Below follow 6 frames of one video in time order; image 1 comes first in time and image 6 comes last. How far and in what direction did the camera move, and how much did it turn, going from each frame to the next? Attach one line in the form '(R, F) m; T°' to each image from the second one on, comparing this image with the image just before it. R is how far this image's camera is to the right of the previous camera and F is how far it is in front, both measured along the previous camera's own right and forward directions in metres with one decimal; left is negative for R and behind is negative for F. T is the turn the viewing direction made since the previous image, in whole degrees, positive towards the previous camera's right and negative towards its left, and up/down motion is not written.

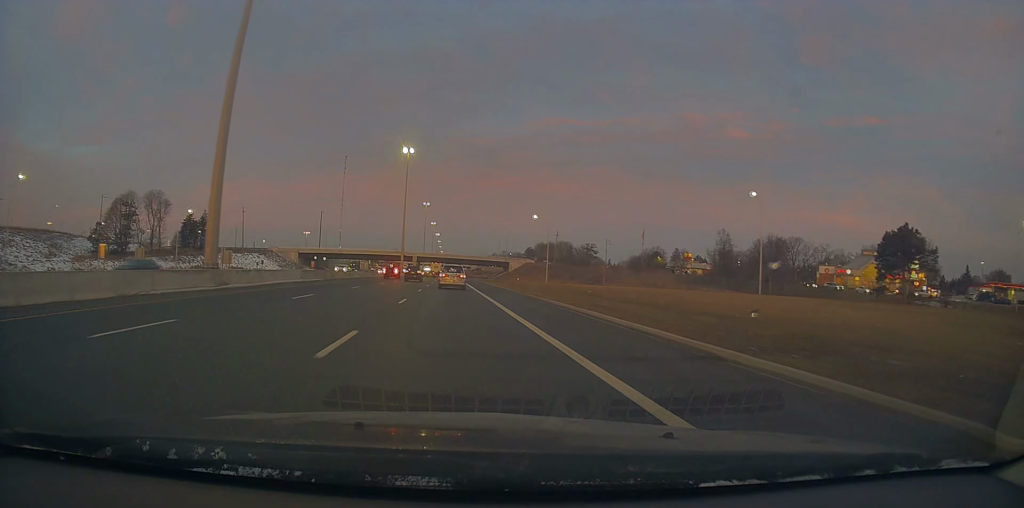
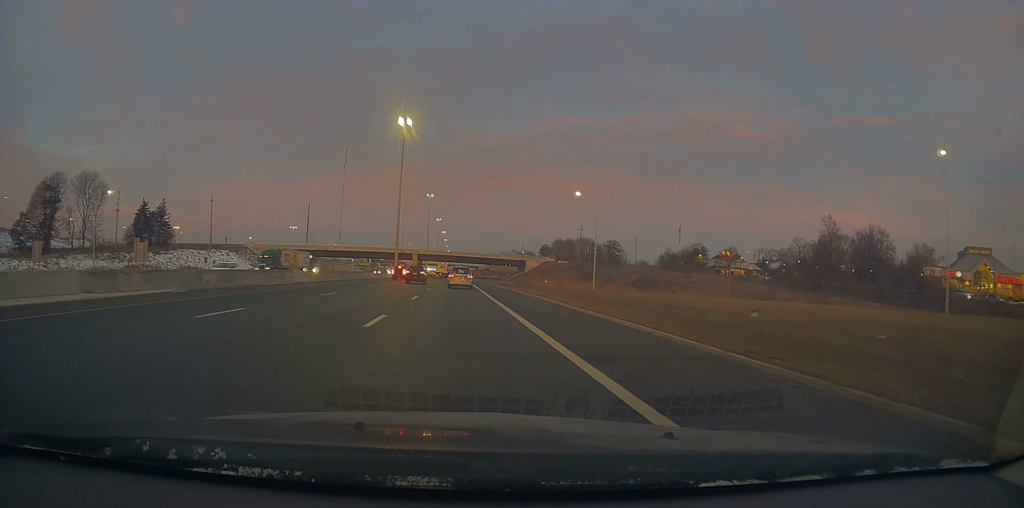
(-0.5, +32.9) m; -1°
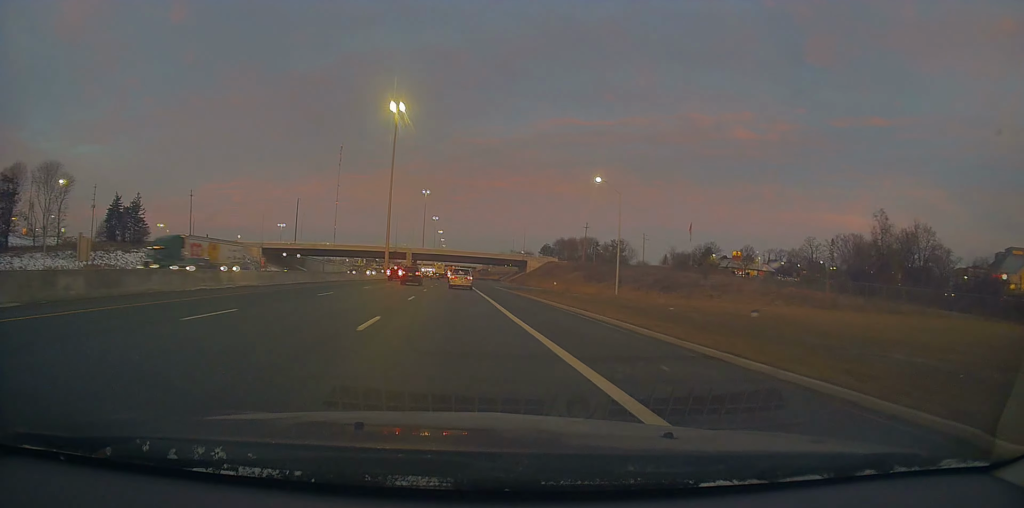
(+0.3, +12.4) m; 0°
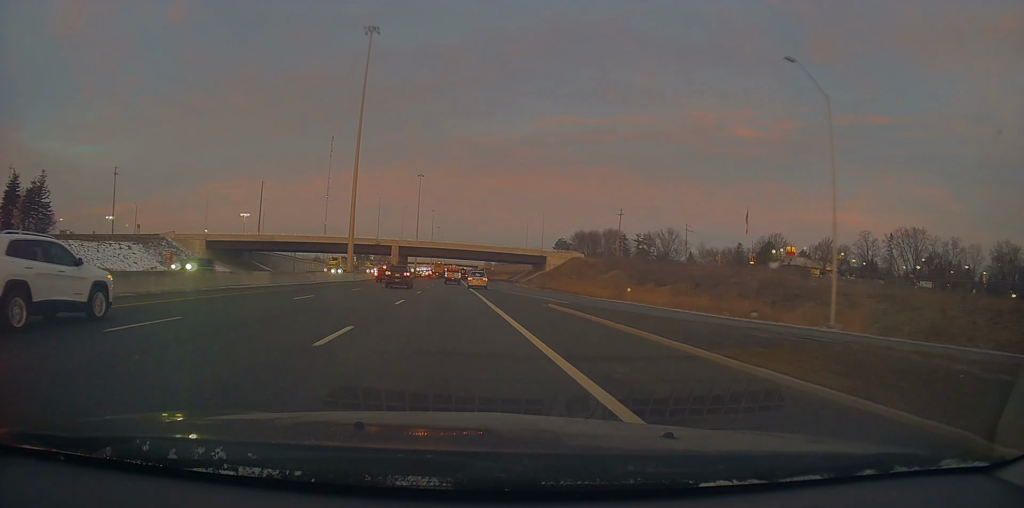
(+0.1, +38.5) m; 0°
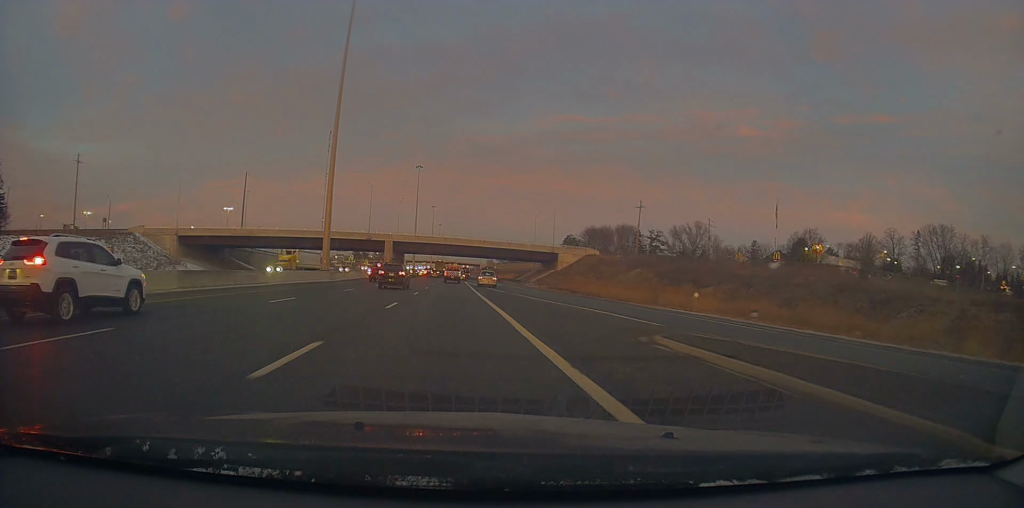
(-0.4, +14.6) m; -2°
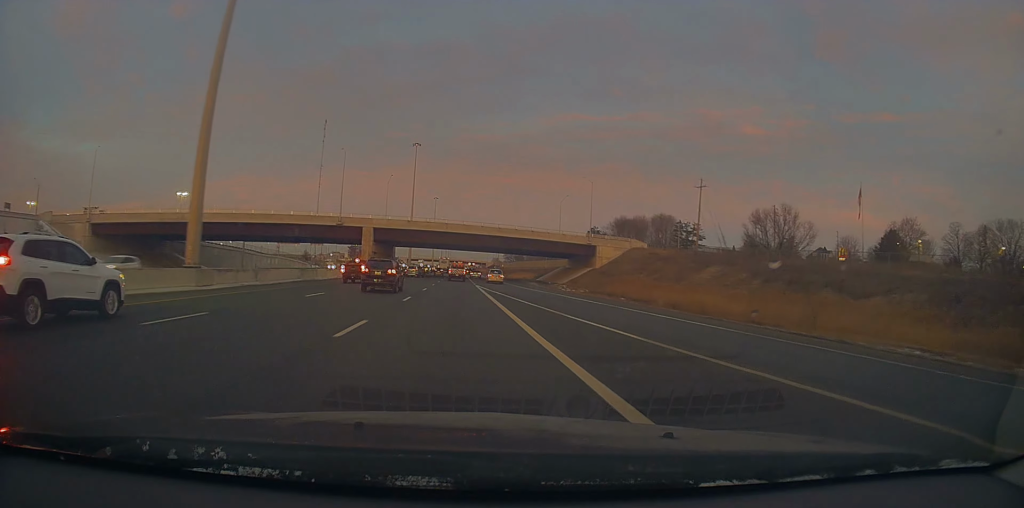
(-0.2, +32.3) m; 0°
